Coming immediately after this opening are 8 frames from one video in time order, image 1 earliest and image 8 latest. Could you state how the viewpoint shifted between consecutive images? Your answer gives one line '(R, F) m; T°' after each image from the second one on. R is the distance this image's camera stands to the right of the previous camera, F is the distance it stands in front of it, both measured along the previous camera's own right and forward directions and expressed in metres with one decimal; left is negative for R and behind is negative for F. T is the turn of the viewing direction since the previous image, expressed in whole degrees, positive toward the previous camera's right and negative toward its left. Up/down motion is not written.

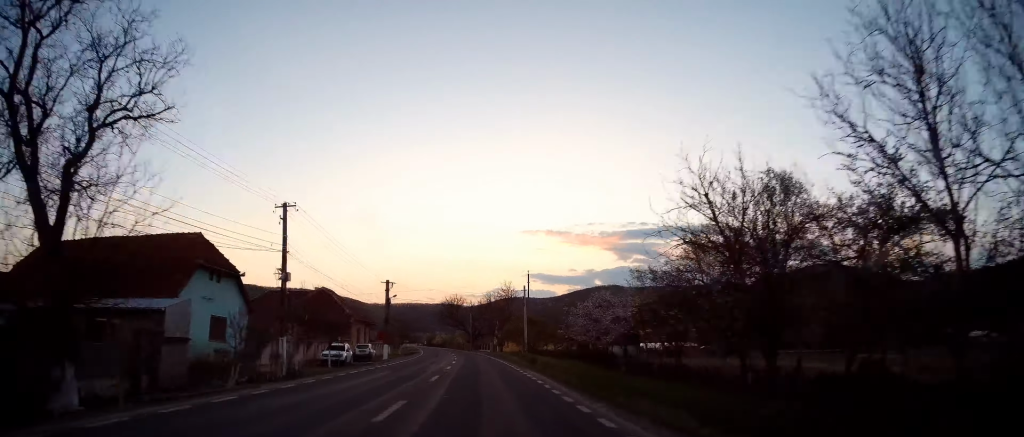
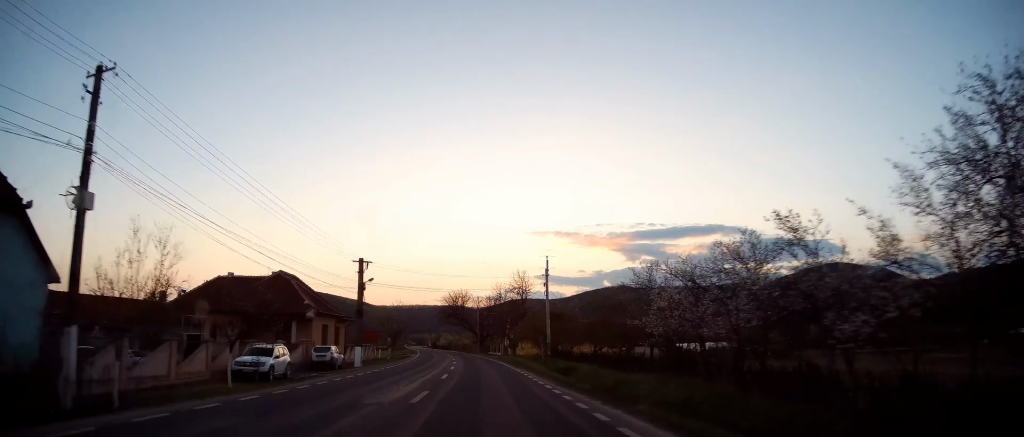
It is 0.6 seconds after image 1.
(0.0, +14.7) m; -1°
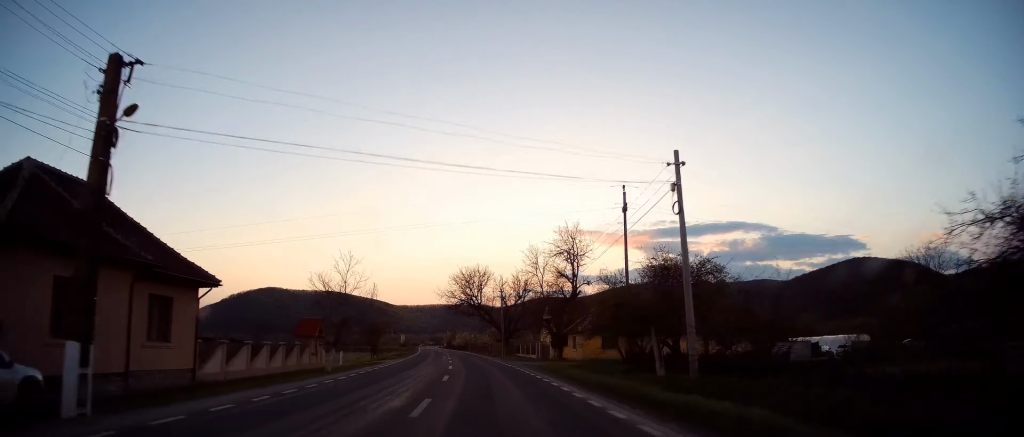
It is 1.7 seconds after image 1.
(-0.4, +29.3) m; -2°
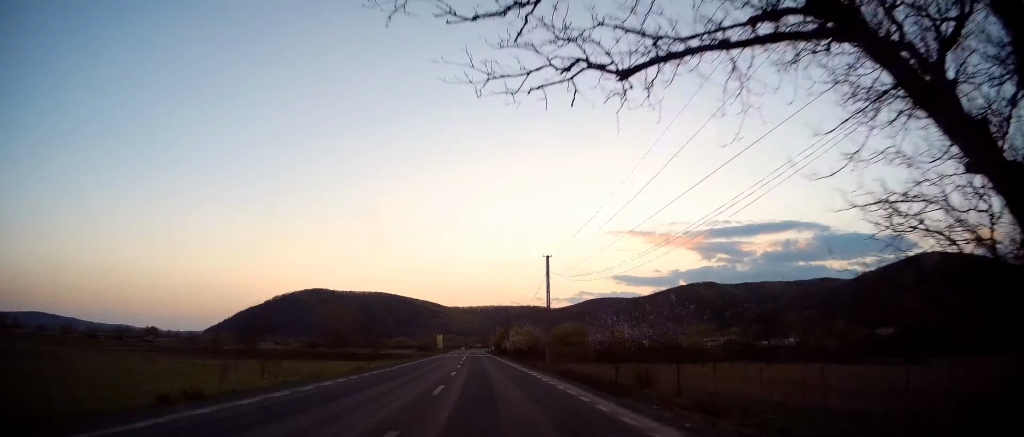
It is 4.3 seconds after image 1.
(-4.0, +67.5) m; -7°
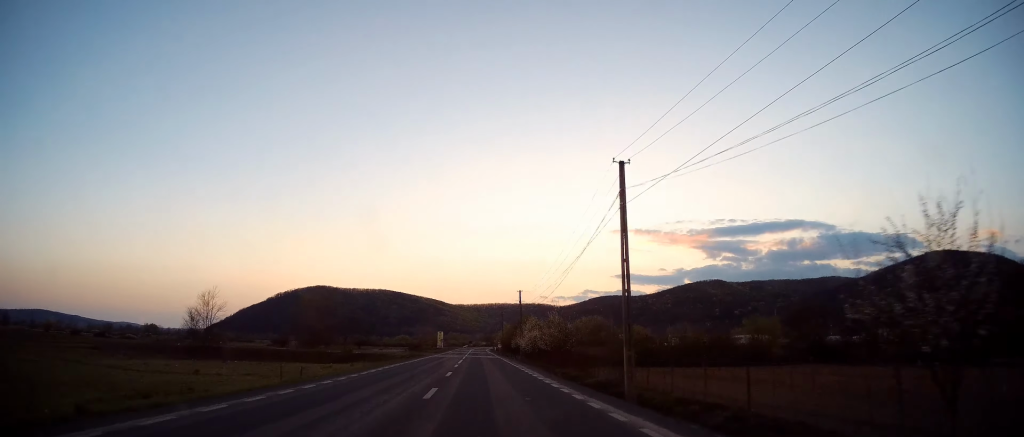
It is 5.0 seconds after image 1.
(-0.4, +19.2) m; -1°
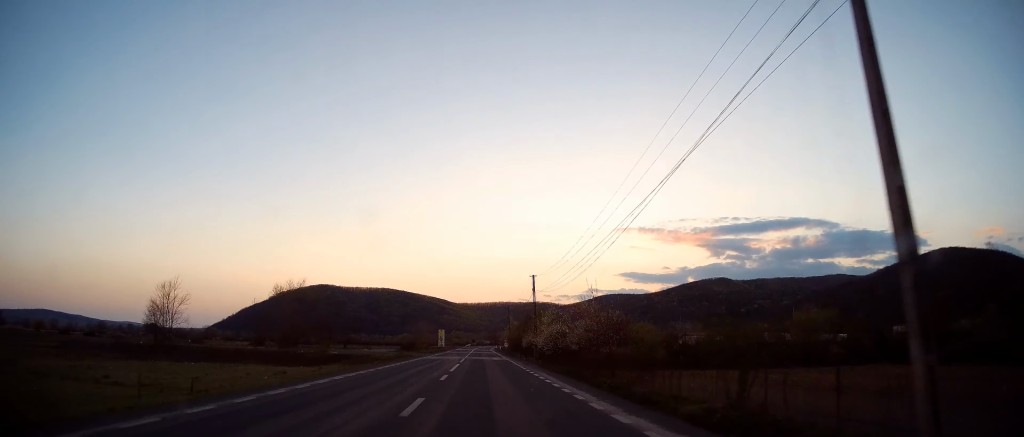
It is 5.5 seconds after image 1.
(+0.1, +12.0) m; 0°
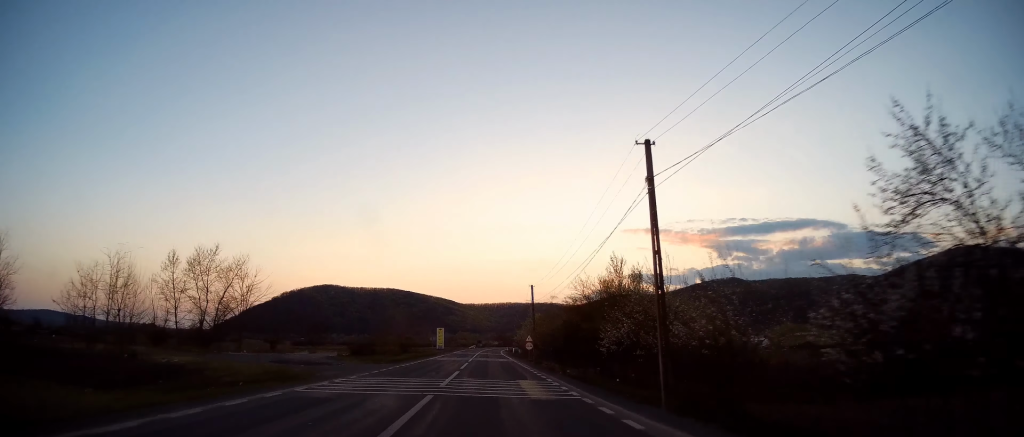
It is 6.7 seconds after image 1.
(+0.1, +31.6) m; -1°
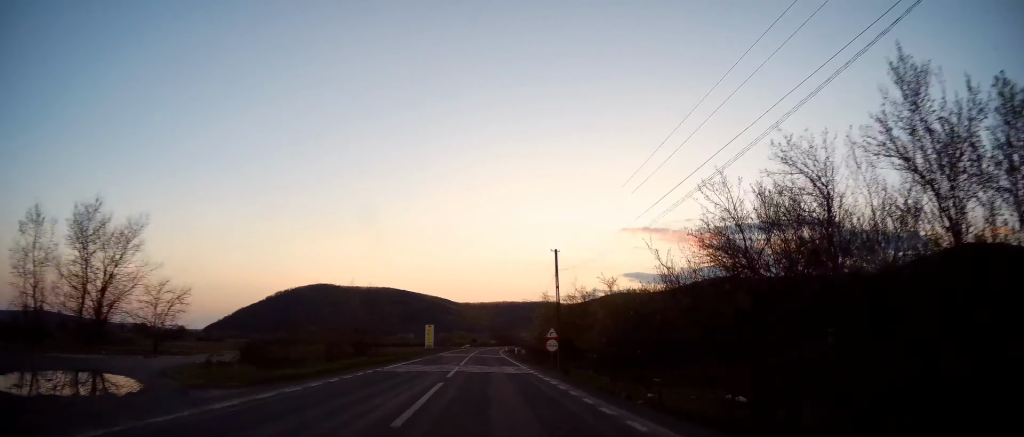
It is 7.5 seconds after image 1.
(-0.2, +19.5) m; 0°
